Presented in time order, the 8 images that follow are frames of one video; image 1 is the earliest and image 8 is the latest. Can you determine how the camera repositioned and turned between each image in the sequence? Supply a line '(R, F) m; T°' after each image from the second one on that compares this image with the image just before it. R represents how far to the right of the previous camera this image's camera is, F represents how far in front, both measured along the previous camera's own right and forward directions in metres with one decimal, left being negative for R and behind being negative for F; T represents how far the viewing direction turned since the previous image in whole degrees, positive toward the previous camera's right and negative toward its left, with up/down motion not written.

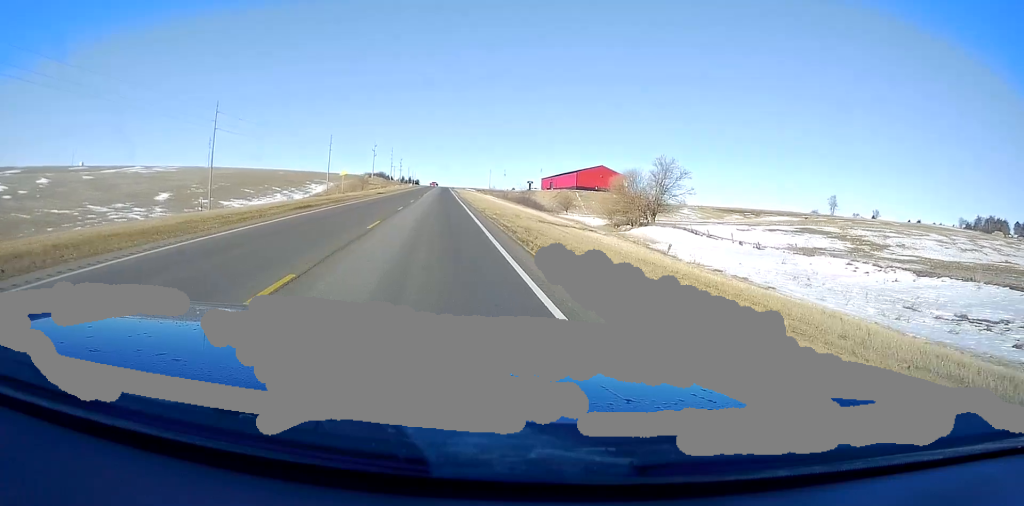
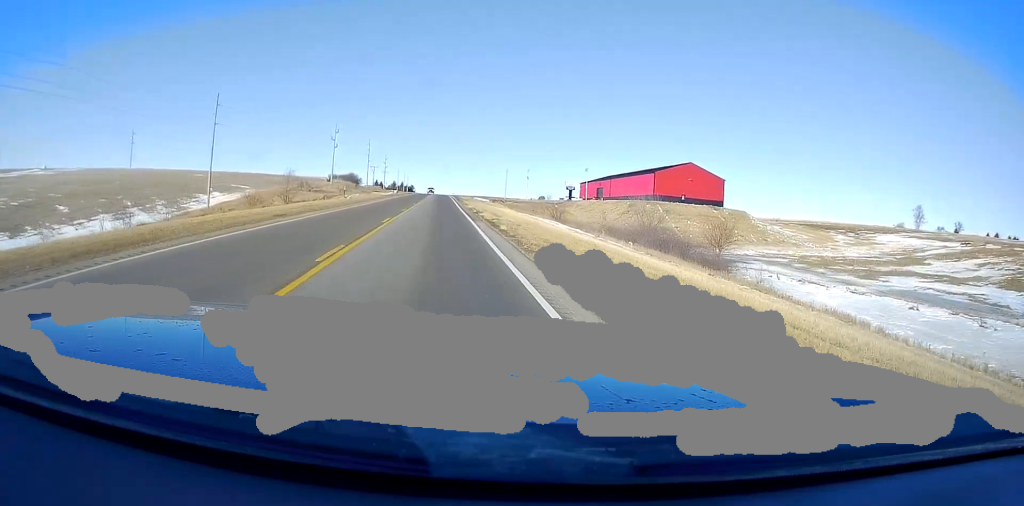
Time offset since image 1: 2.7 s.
(-0.8, +80.3) m; 0°
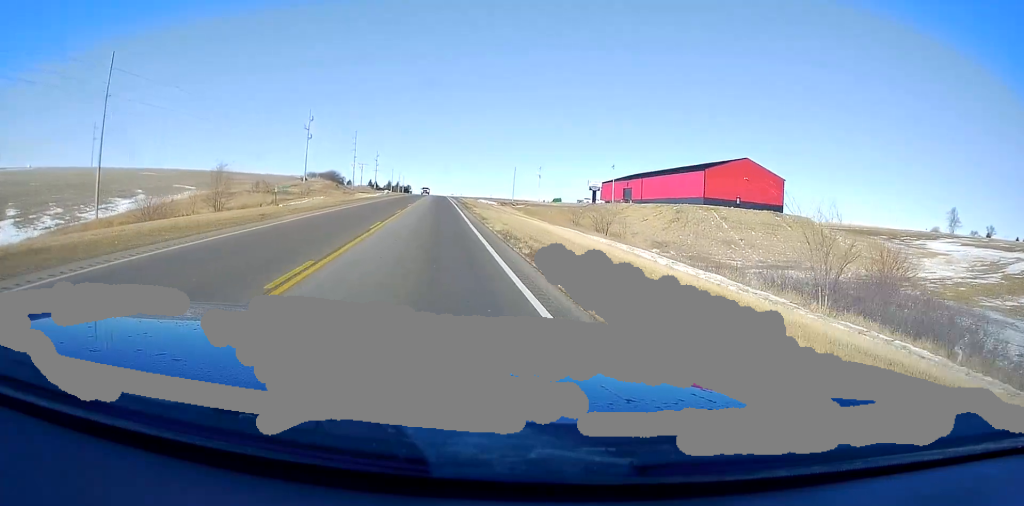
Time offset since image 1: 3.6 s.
(+0.1, +27.4) m; 0°
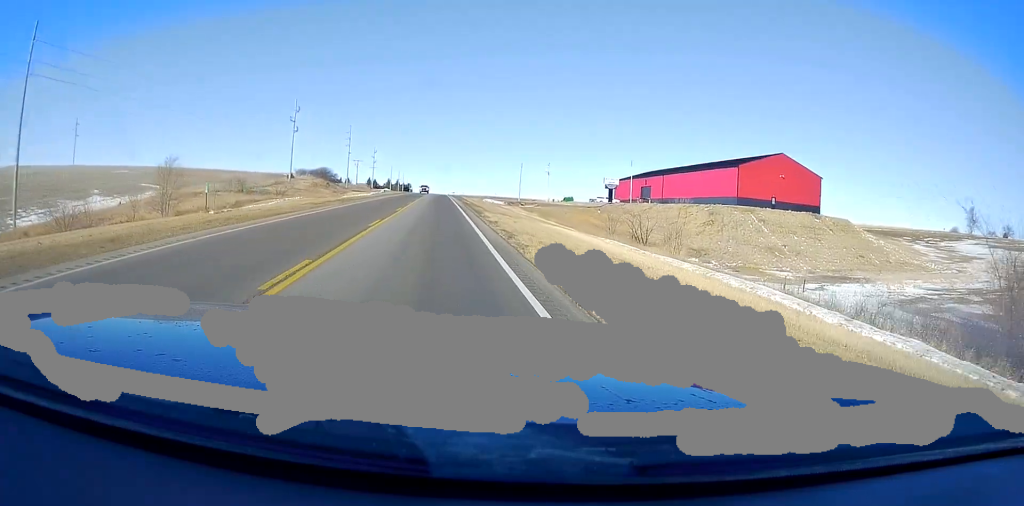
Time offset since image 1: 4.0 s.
(-0.2, +12.4) m; 0°
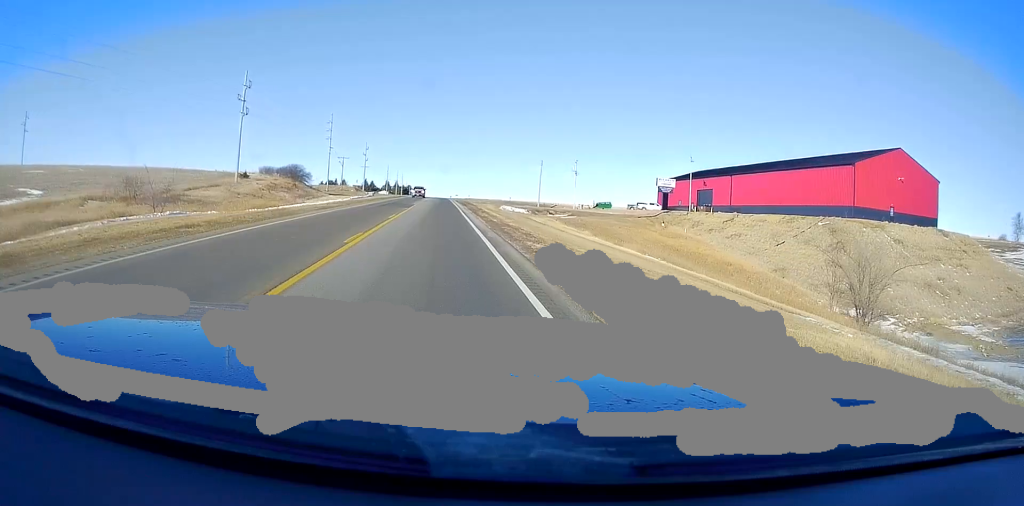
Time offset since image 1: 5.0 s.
(-0.1, +29.9) m; +1°
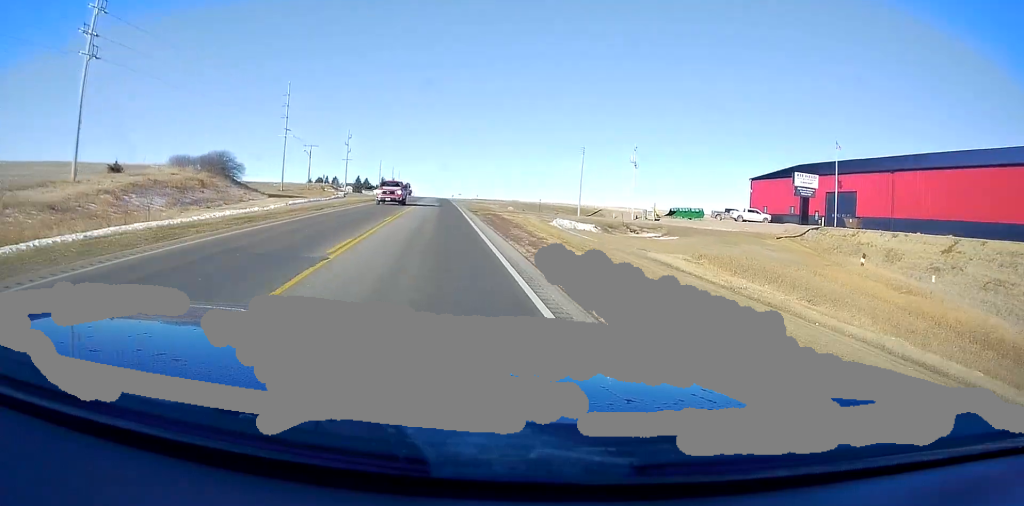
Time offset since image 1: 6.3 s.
(+0.6, +38.7) m; 0°
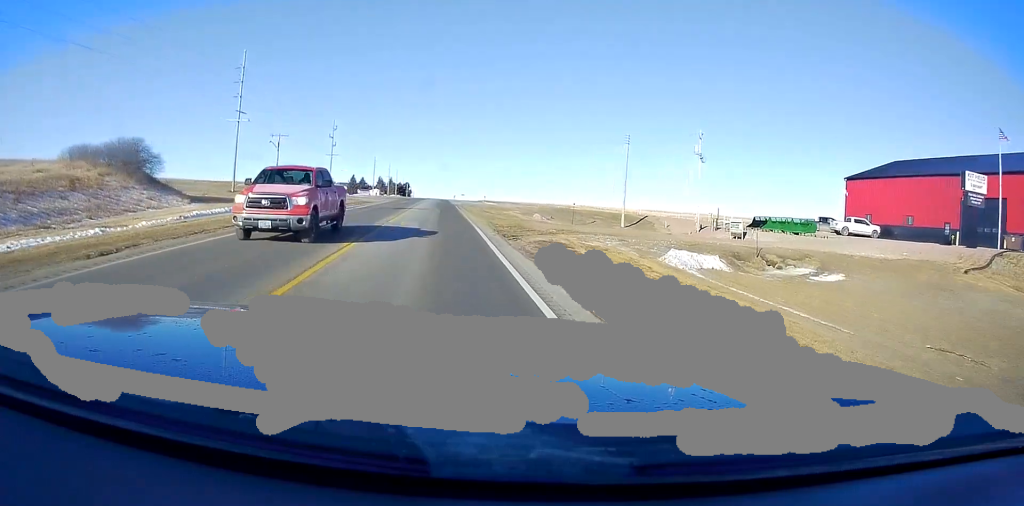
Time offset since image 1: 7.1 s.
(-0.4, +22.6) m; 0°
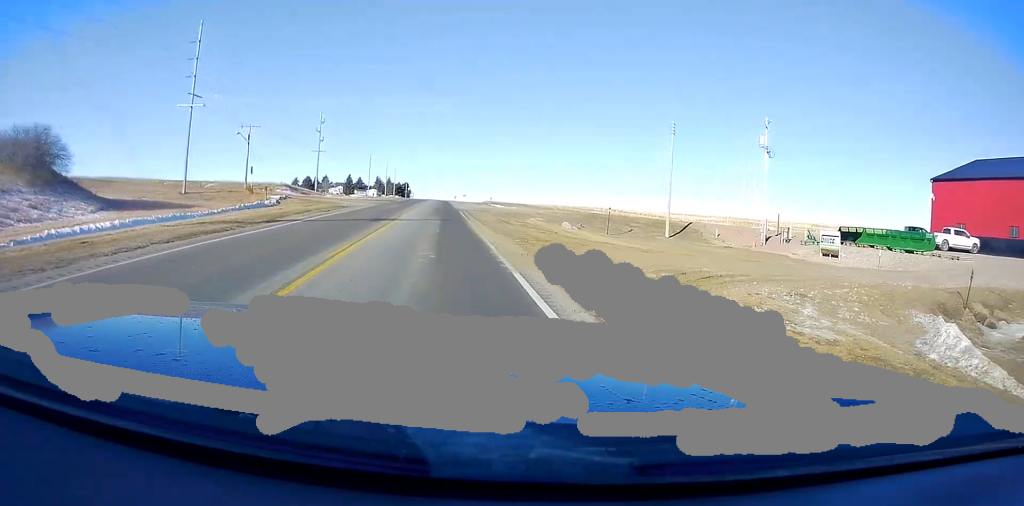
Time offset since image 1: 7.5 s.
(+0.1, +14.3) m; 0°
